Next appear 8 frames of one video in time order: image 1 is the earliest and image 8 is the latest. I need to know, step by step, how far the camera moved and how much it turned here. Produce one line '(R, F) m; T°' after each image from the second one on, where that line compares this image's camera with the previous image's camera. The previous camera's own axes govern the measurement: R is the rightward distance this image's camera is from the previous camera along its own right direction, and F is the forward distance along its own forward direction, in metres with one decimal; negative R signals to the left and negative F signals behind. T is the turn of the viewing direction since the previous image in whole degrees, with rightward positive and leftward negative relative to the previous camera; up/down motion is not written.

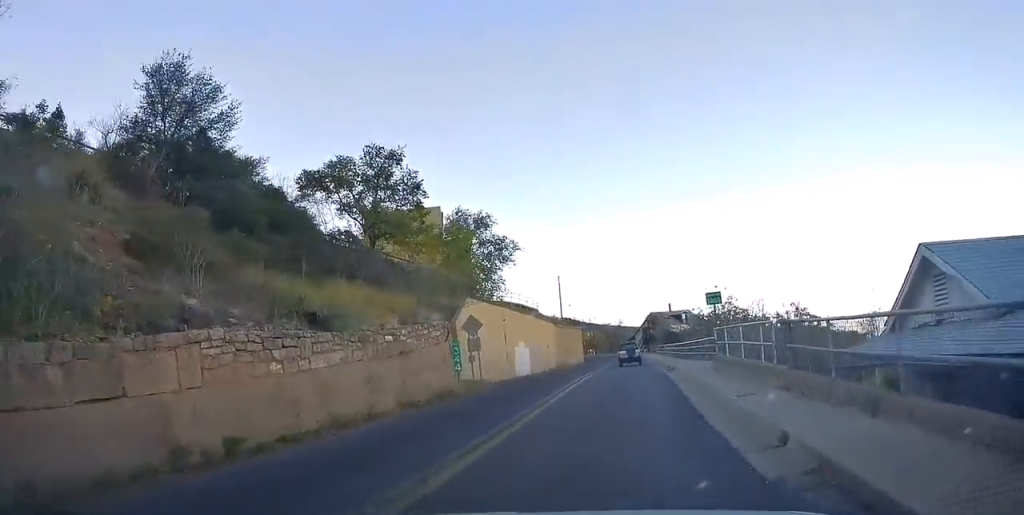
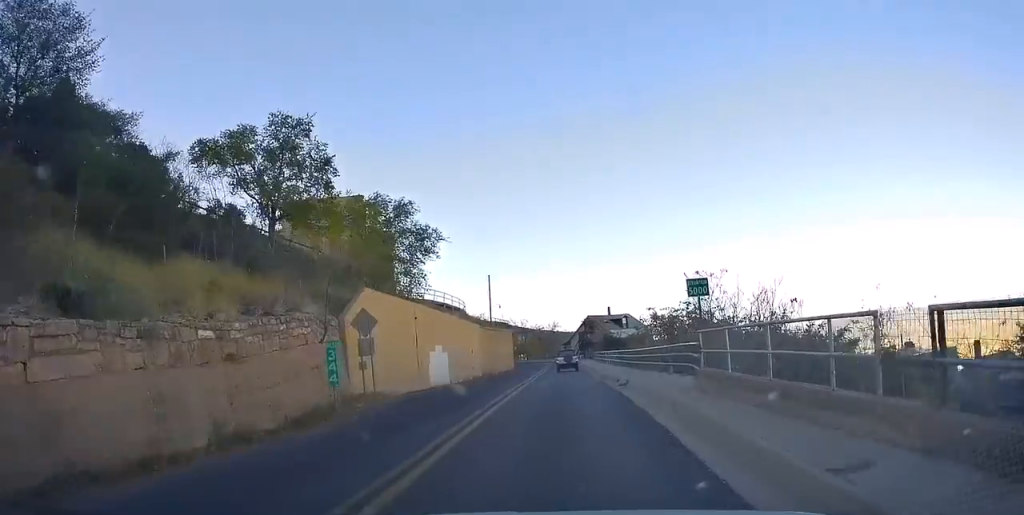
(+0.8, +6.6) m; +7°
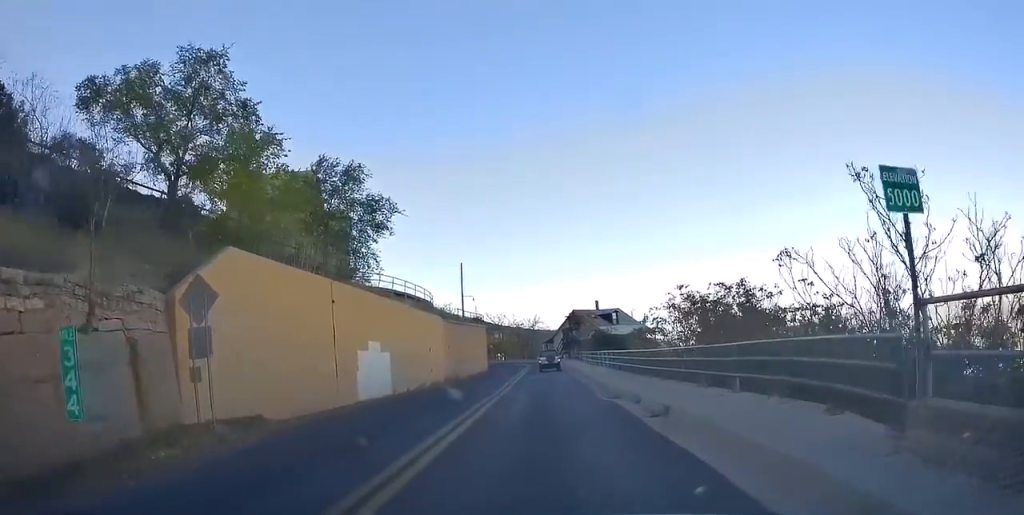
(0.0, +9.7) m; 0°
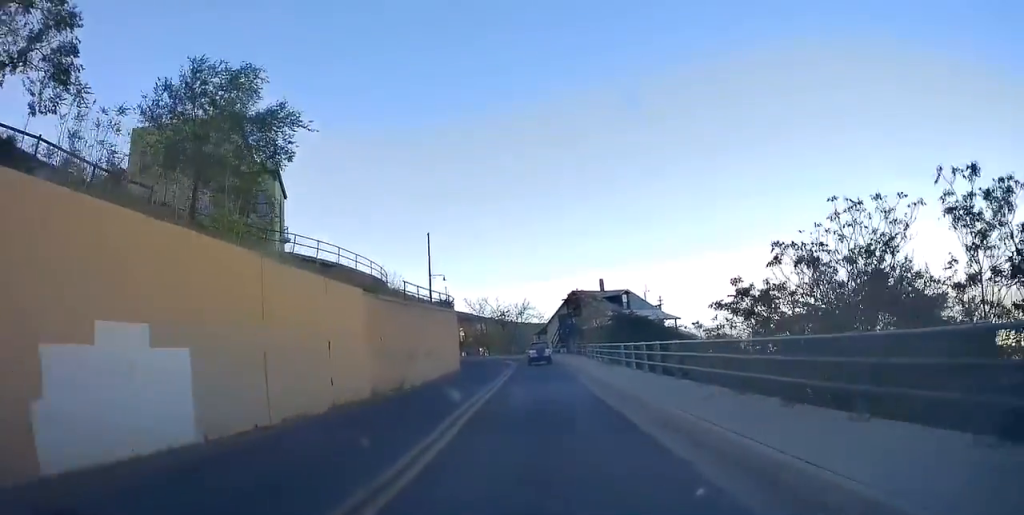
(0.0, +15.8) m; 0°
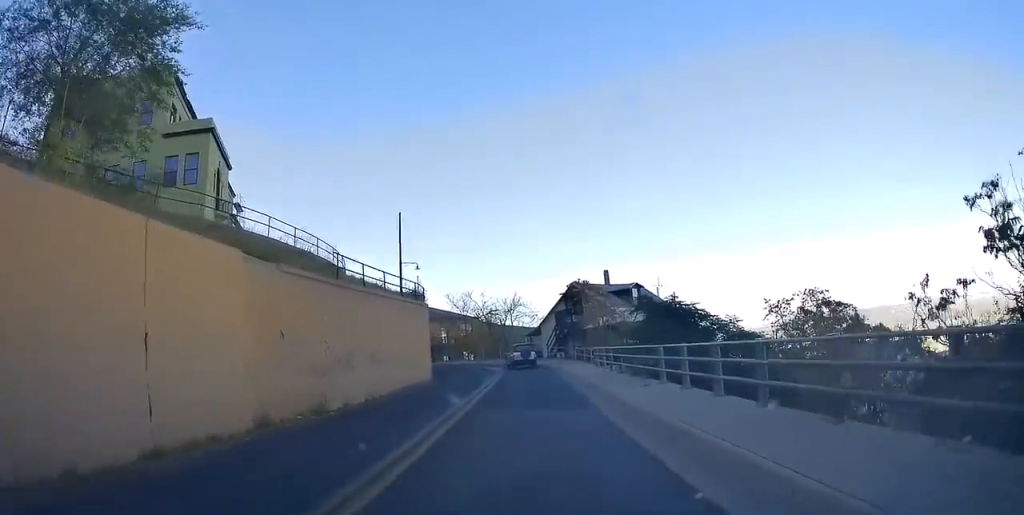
(0.0, +9.7) m; 0°
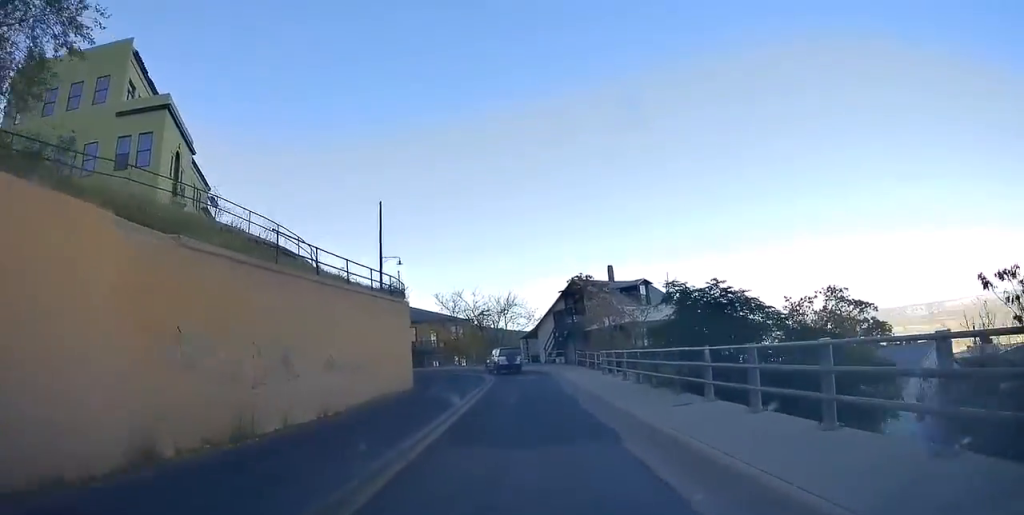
(0.0, +5.0) m; 0°
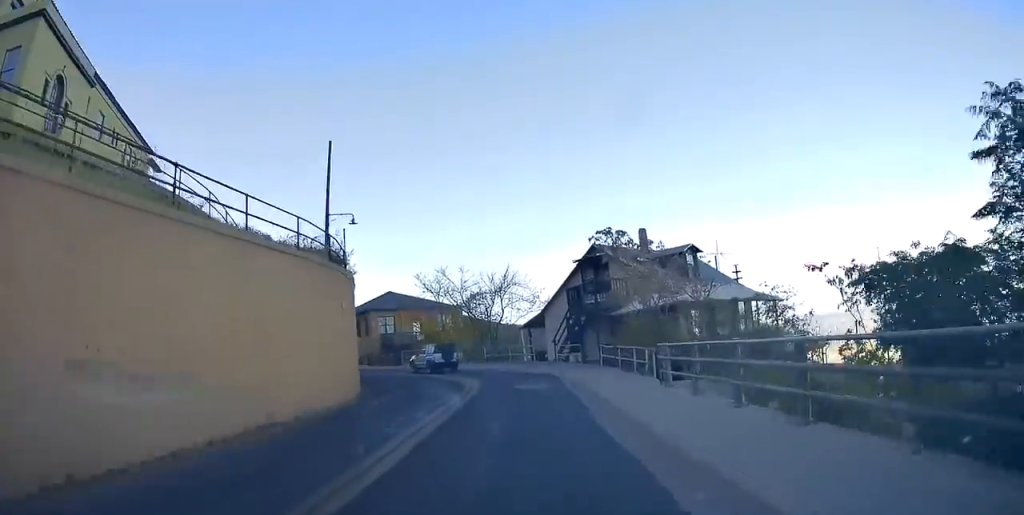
(0.0, +11.9) m; 0°
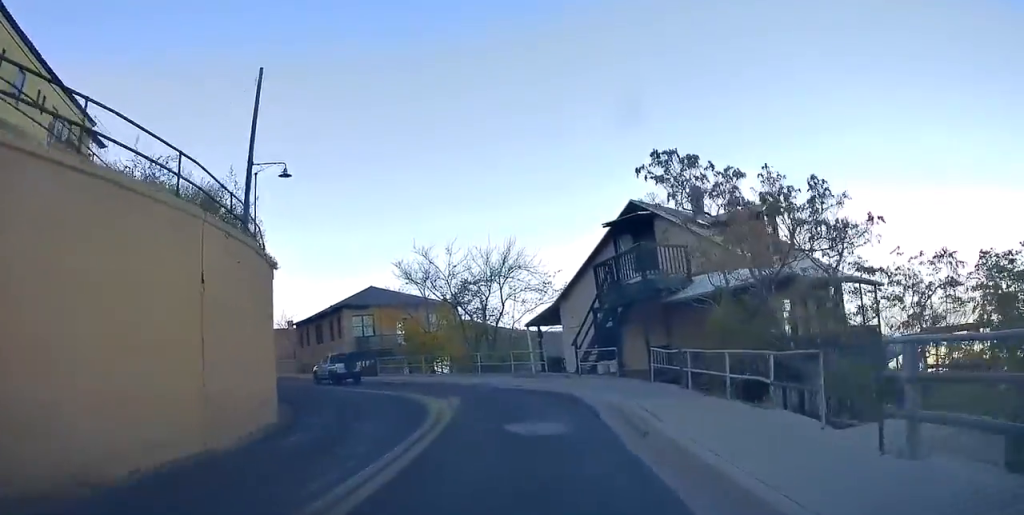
(0.0, +9.8) m; 0°
